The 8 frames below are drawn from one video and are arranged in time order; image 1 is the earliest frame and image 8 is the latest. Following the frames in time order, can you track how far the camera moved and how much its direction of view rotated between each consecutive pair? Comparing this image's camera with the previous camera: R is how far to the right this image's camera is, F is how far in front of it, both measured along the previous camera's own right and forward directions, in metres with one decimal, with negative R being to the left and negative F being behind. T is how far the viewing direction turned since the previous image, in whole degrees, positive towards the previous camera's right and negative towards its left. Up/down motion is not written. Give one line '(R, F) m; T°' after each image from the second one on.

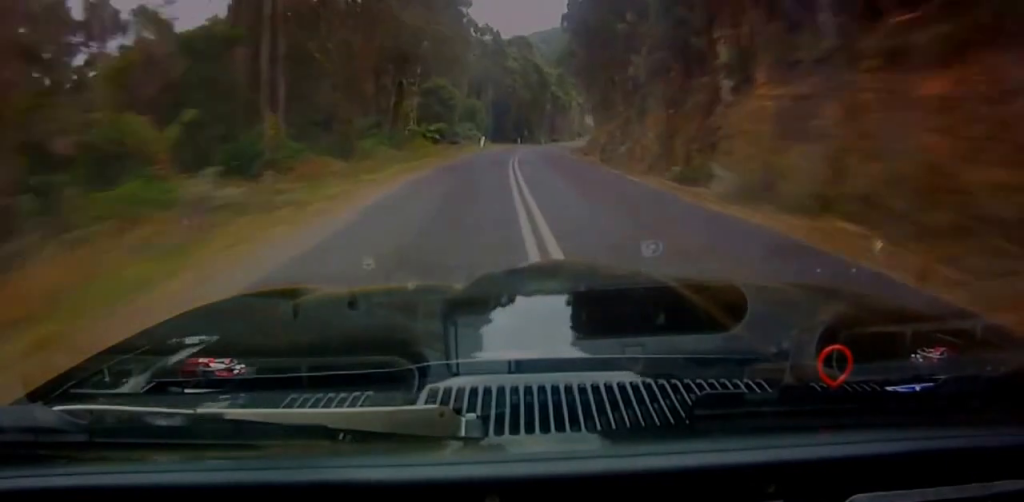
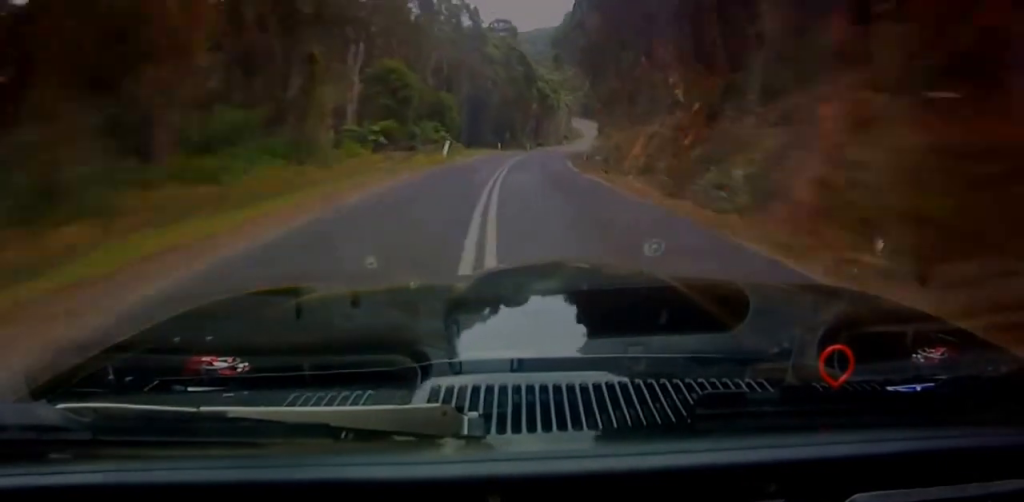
(+0.1, +18.4) m; +1°
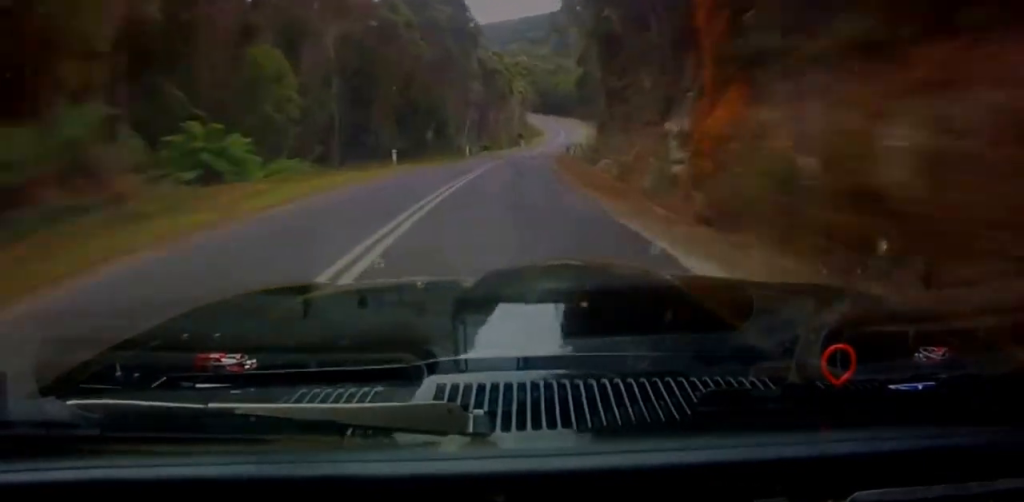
(+0.4, +41.1) m; +3°
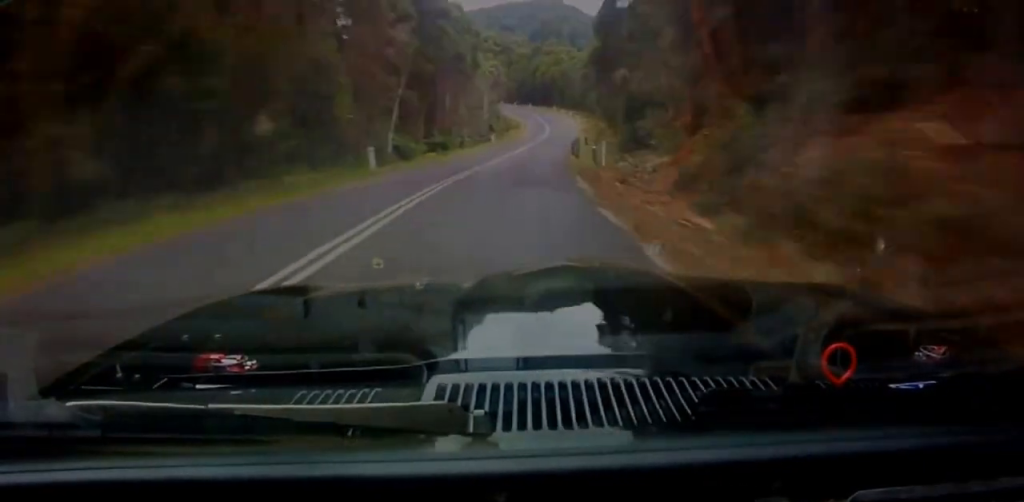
(+1.1, +28.7) m; +2°
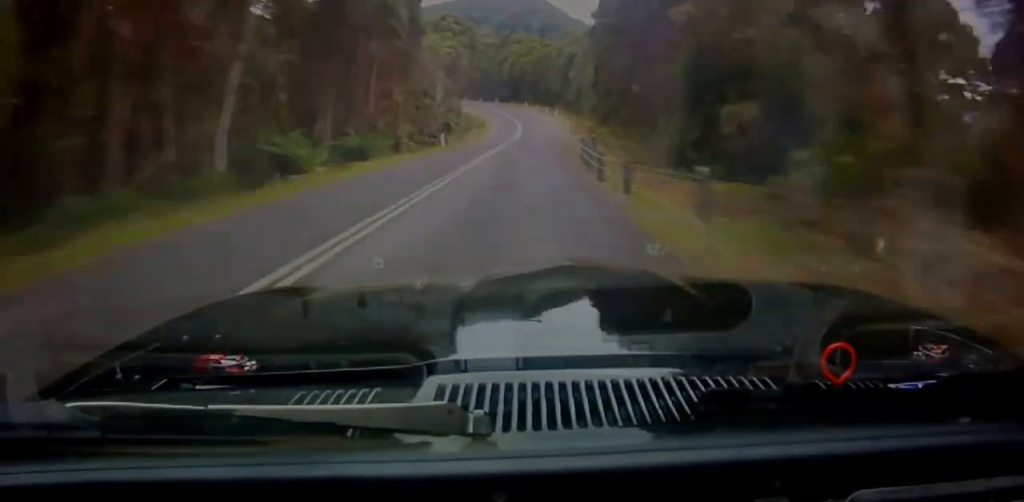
(+0.2, +19.3) m; +1°
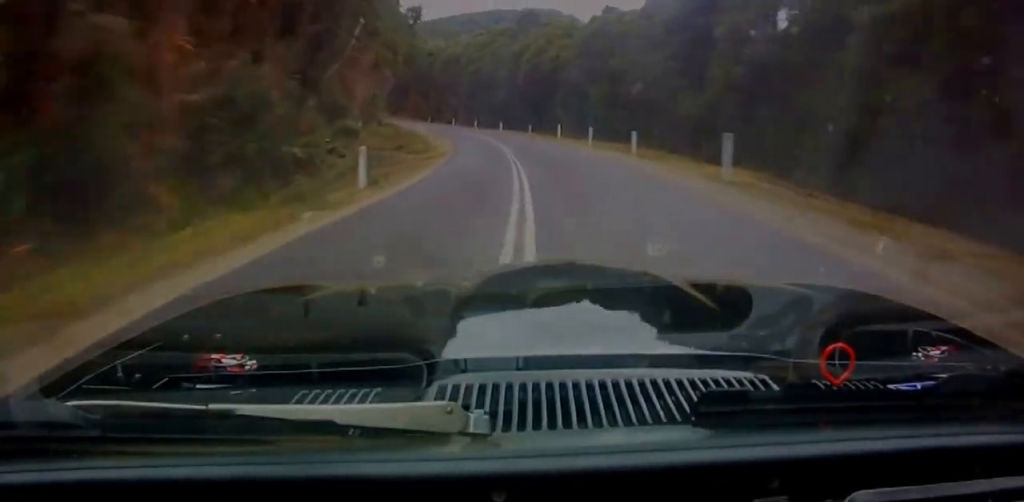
(+0.2, +60.4) m; -2°
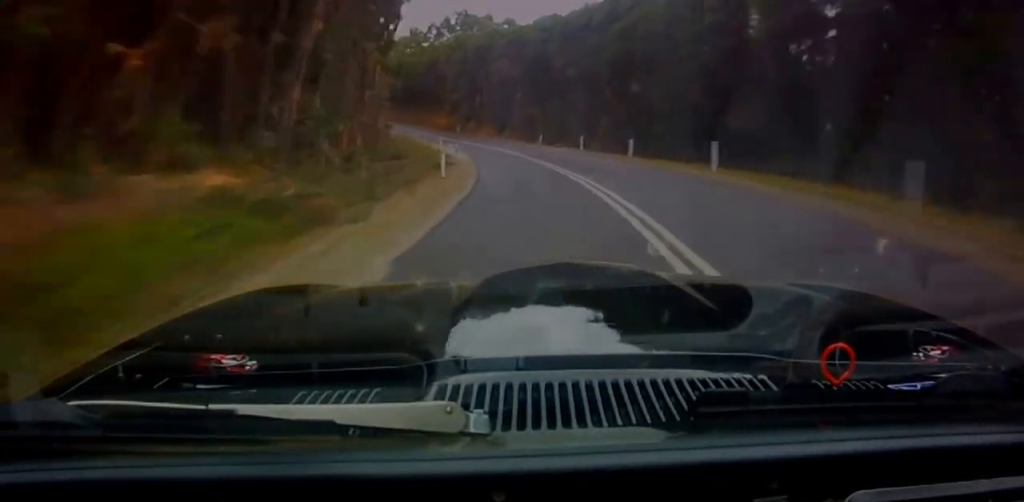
(-1.6, +45.8) m; -7°
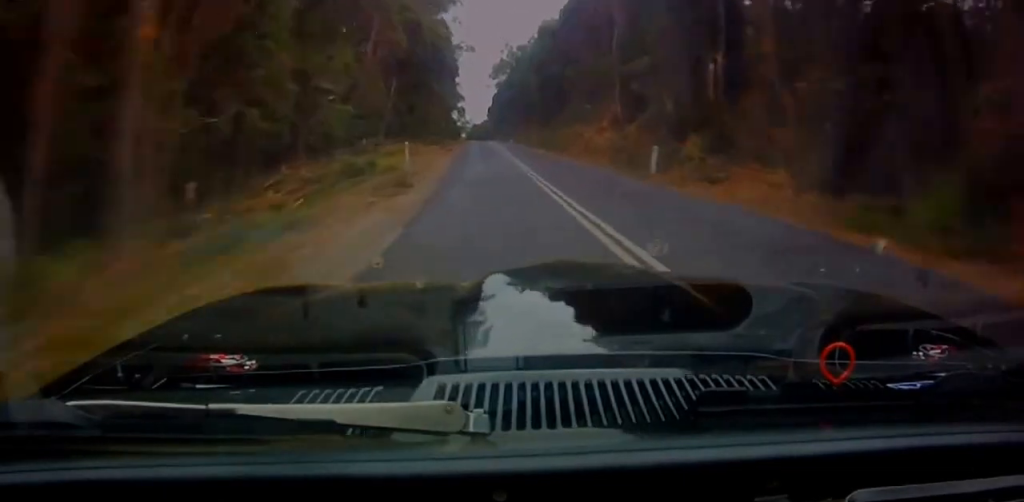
(-8.7, +62.9) m; -15°
